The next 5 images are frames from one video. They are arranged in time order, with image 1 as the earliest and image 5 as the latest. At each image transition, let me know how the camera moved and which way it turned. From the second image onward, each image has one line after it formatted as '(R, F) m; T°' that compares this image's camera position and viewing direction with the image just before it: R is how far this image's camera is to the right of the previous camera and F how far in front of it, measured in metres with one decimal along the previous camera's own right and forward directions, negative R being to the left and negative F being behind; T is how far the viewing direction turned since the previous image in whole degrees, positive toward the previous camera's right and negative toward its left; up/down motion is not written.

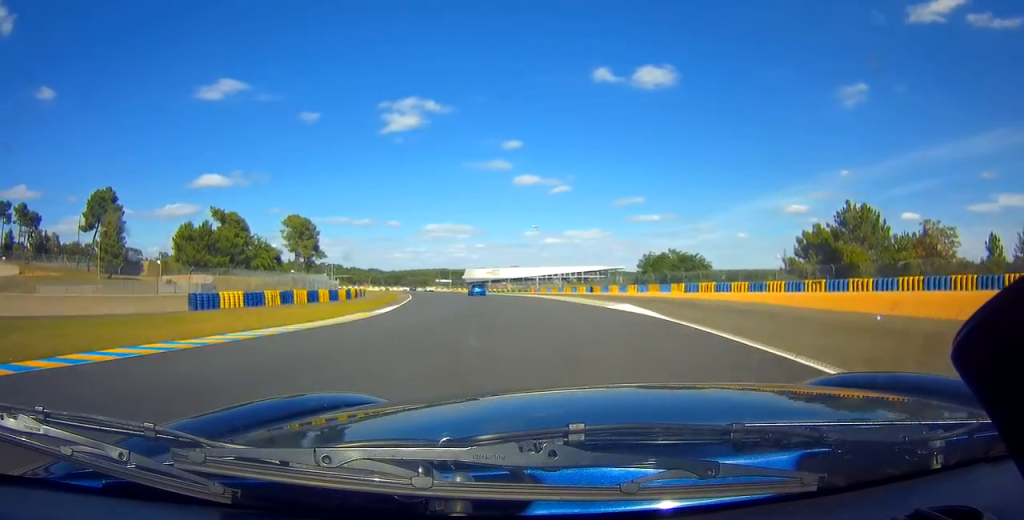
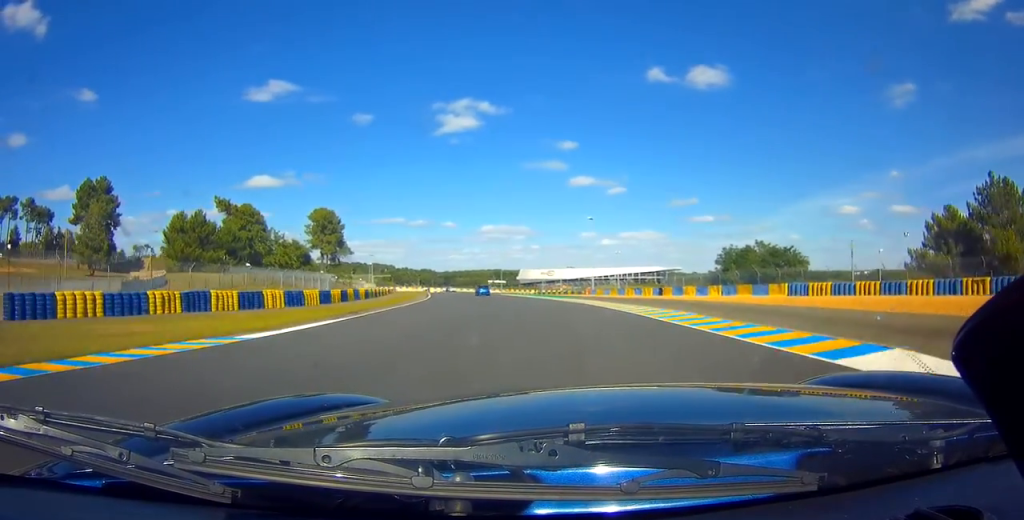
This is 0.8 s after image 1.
(-1.1, +20.1) m; -5°
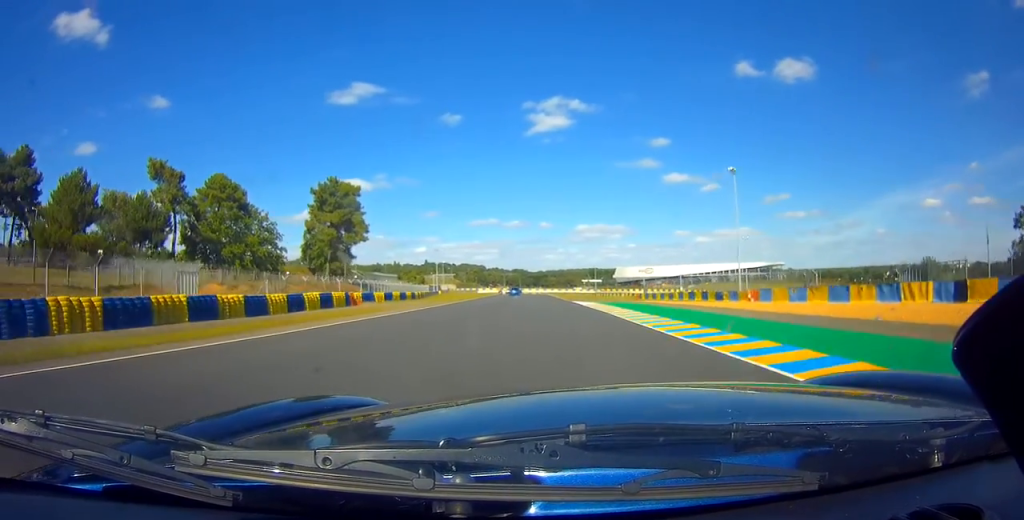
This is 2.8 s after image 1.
(-3.2, +48.8) m; -6°
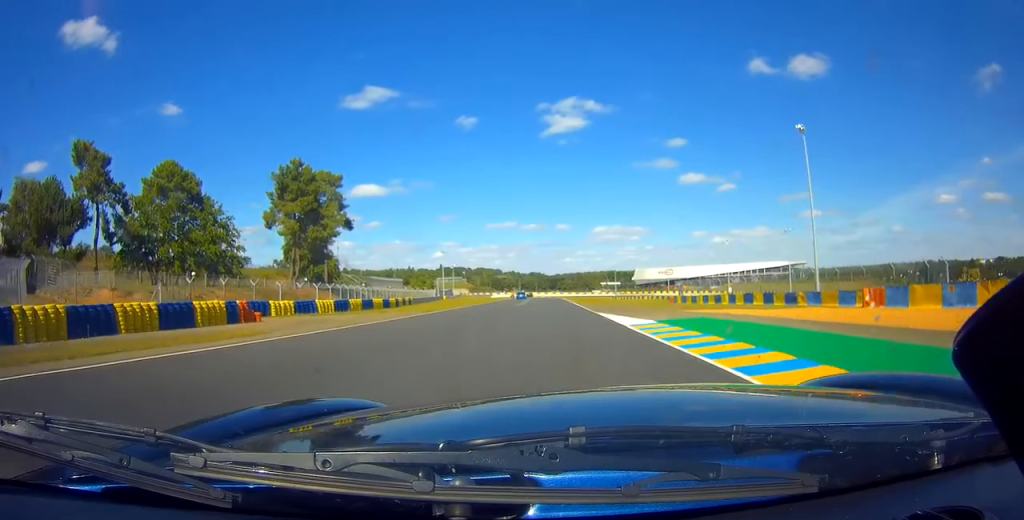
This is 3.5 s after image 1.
(-0.3, +19.2) m; -1°
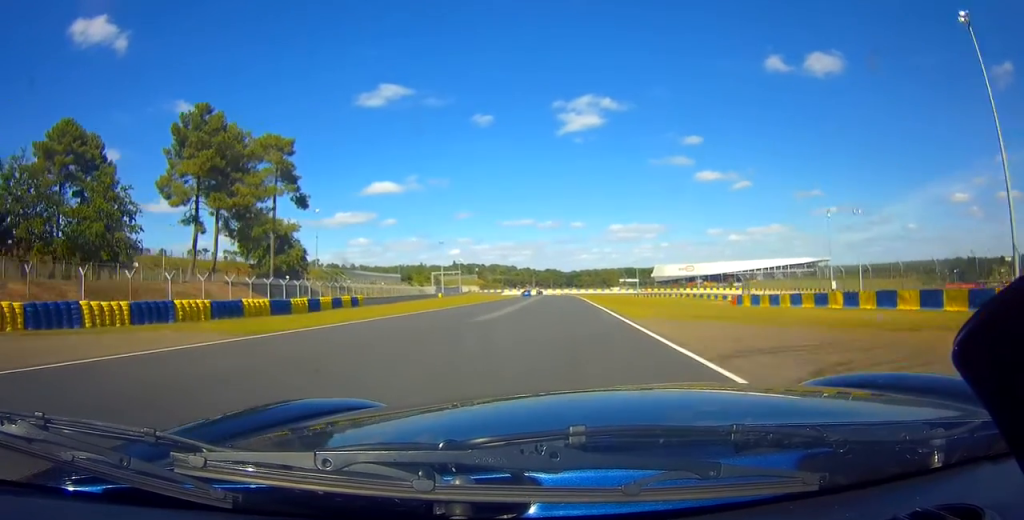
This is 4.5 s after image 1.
(-0.5, +26.7) m; -1°
